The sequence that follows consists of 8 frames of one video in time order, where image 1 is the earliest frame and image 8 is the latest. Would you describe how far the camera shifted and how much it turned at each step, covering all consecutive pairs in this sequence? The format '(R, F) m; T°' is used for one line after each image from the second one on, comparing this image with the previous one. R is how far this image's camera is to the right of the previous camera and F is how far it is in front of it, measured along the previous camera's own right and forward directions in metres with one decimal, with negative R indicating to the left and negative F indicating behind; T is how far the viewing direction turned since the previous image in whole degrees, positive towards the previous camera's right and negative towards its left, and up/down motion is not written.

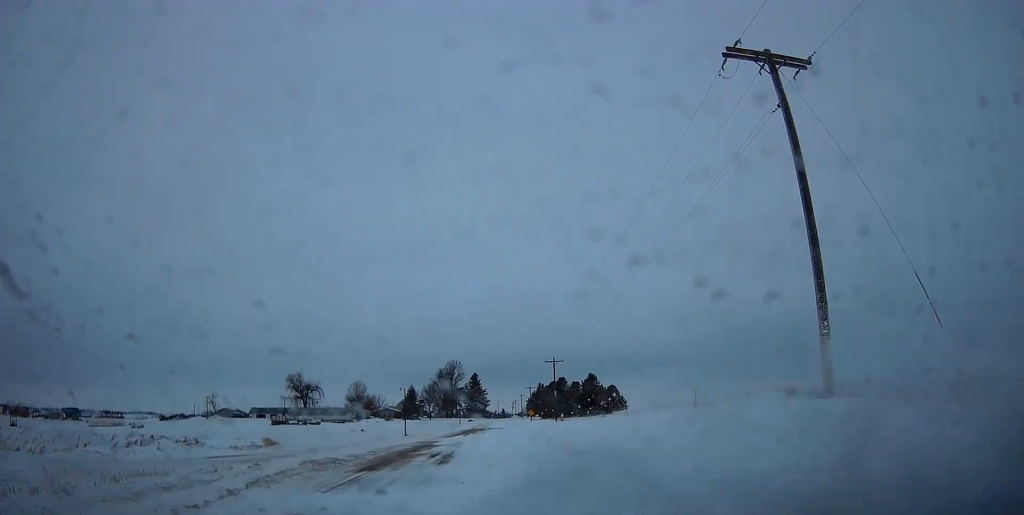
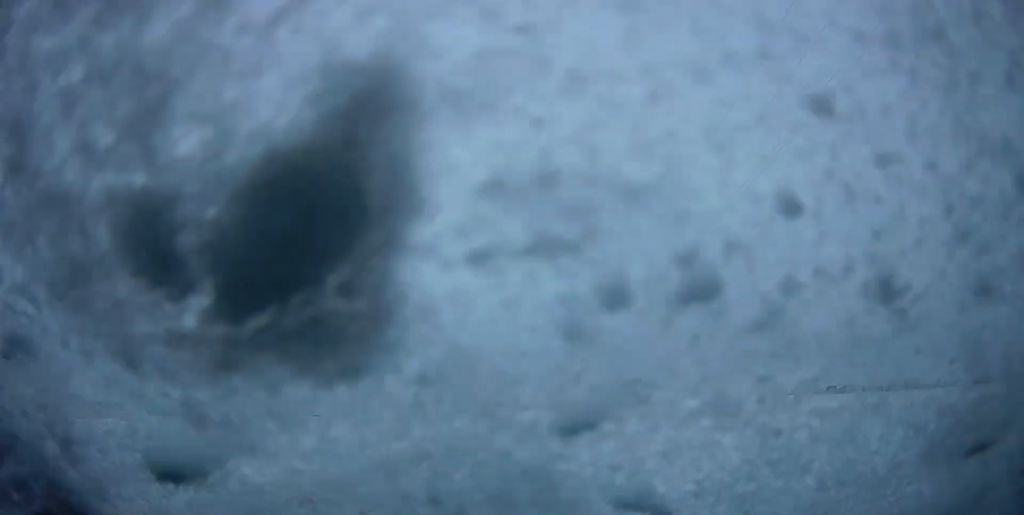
(0.0, +11.7) m; 0°
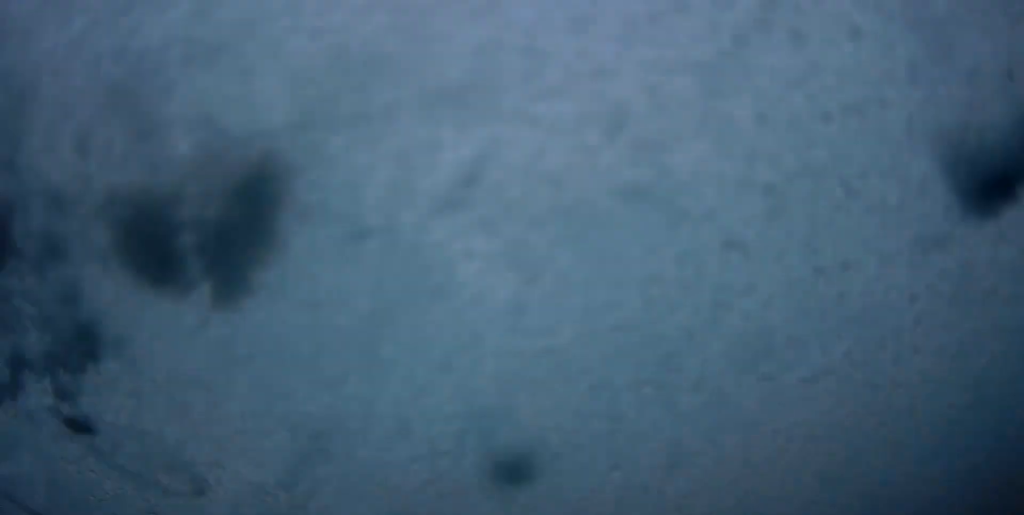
(-0.3, +15.6) m; -2°
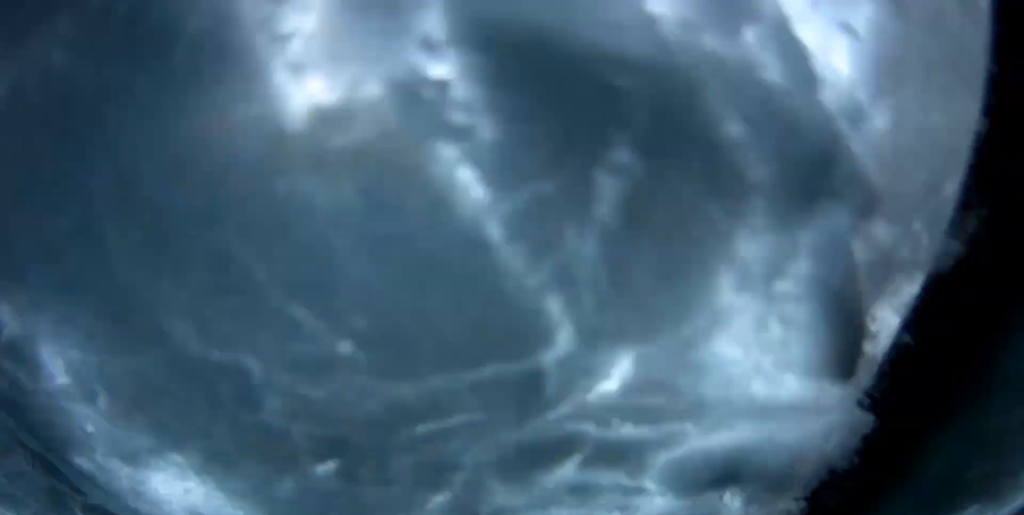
(-0.1, +10.5) m; +1°
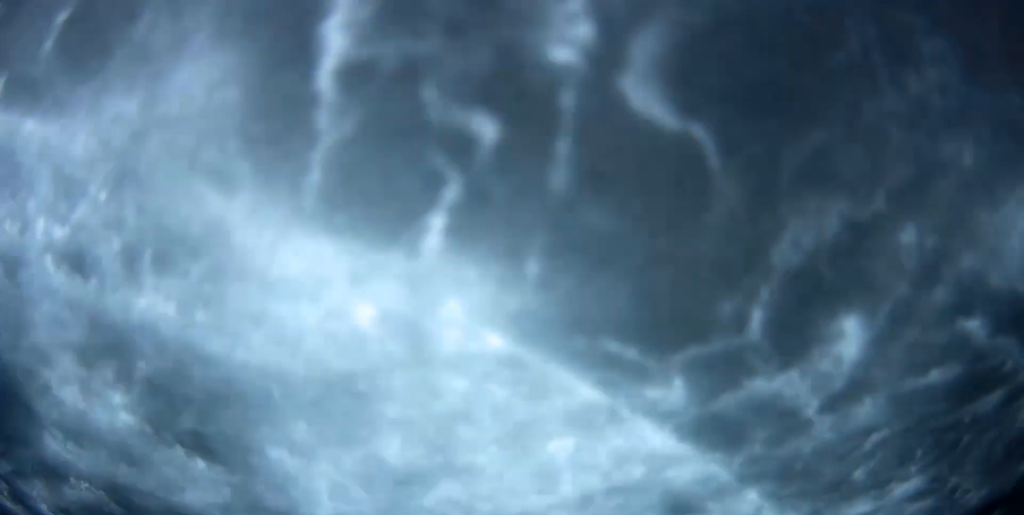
(+0.1, +5.5) m; +1°
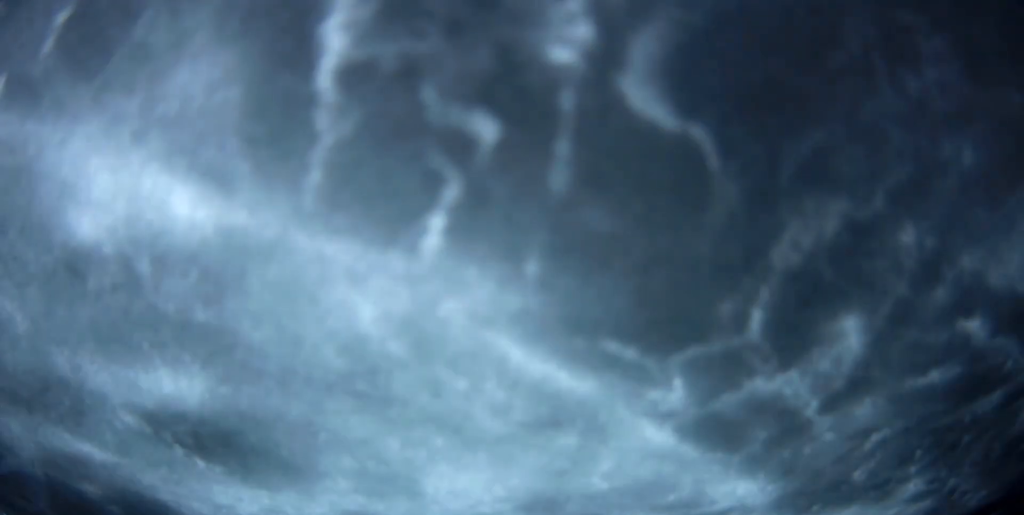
(+0.1, +5.3) m; +1°
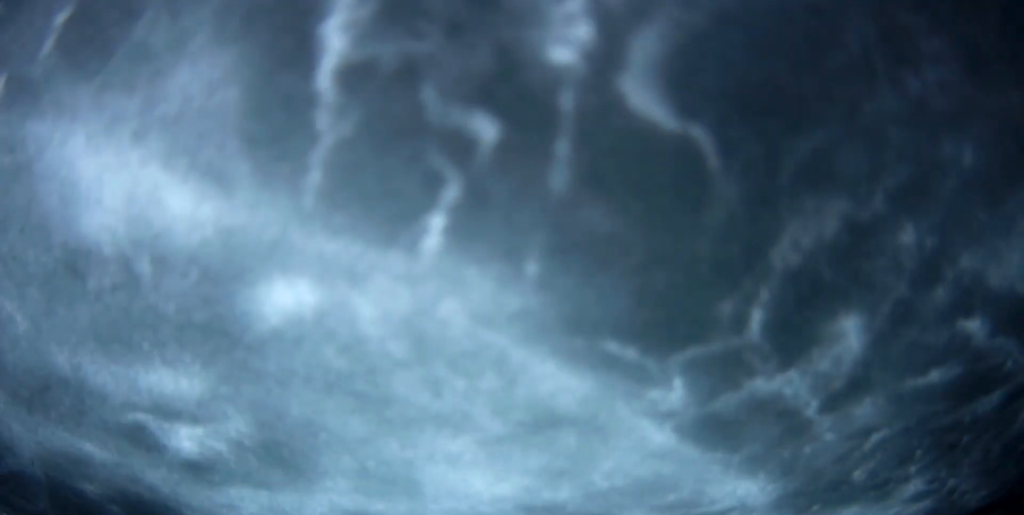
(0.0, +7.2) m; 0°
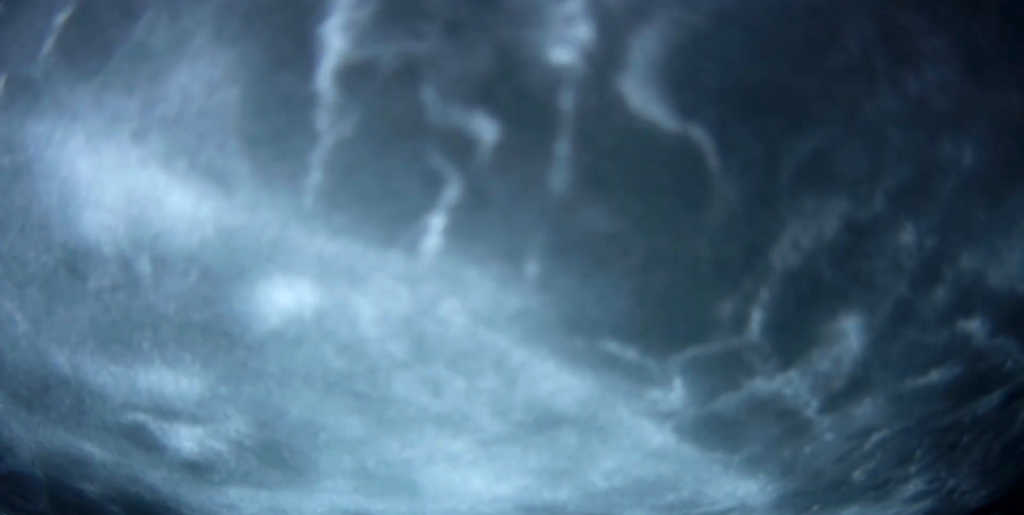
(0.0, +3.7) m; 0°
